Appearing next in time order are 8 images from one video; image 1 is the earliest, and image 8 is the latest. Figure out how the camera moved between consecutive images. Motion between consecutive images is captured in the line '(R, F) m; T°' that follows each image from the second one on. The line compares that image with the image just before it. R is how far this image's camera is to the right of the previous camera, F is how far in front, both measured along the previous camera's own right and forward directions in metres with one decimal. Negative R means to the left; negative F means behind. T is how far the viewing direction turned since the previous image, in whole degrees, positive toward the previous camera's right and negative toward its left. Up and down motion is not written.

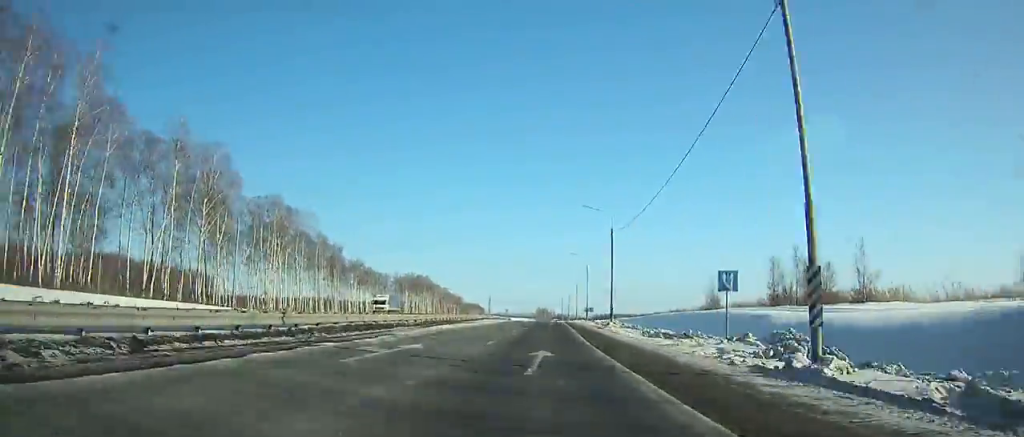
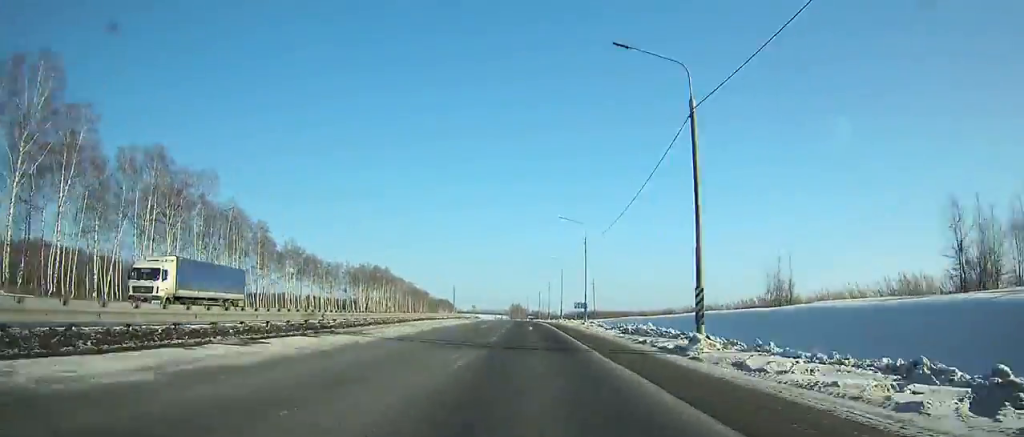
(+0.3, +32.7) m; +1°
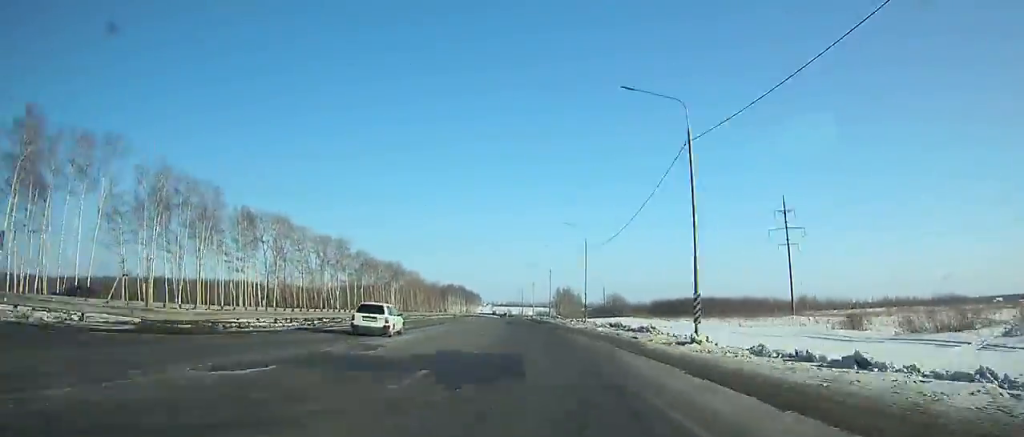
(-3.7, +194.6) m; -4°
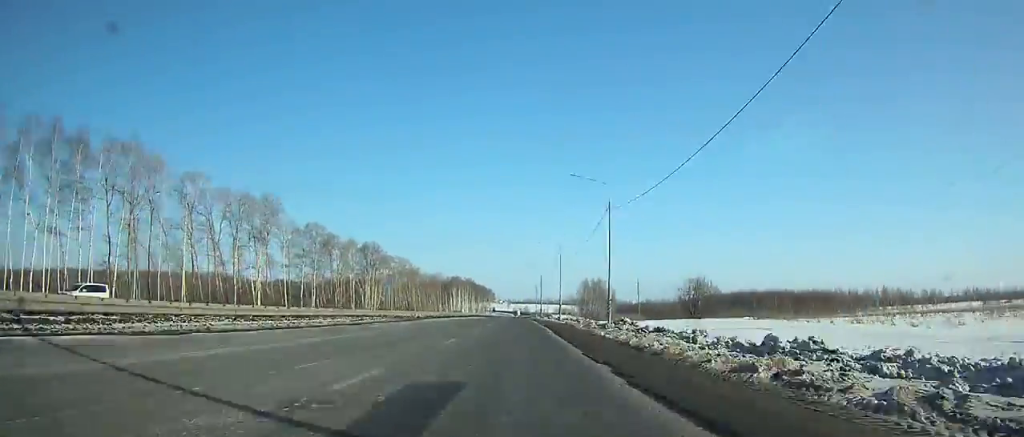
(-1.0, +60.7) m; -2°
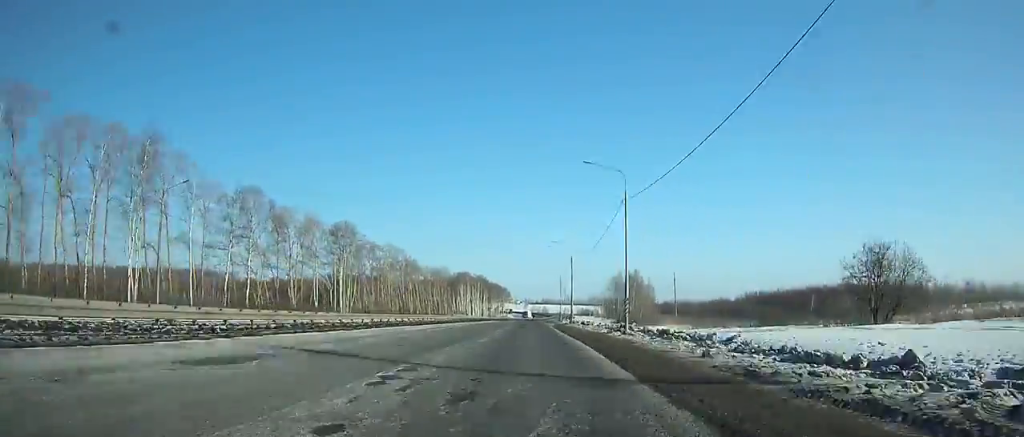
(-0.4, +43.6) m; -1°
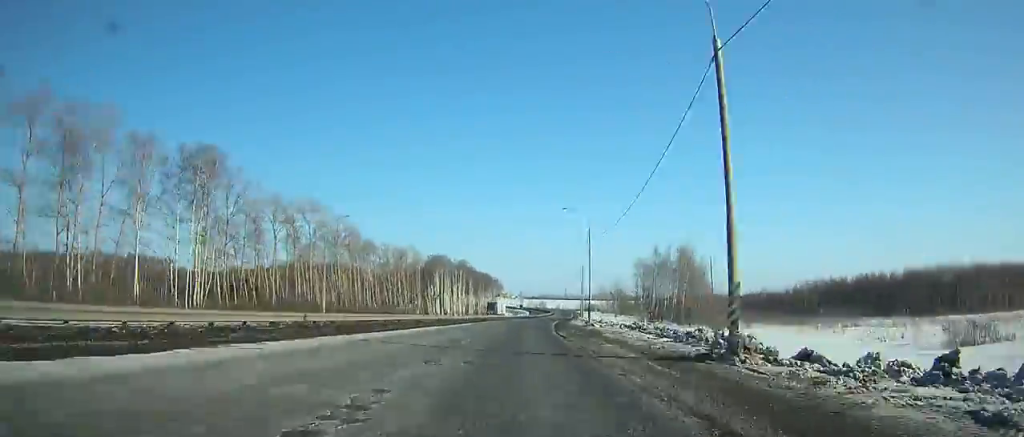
(-0.3, +62.6) m; +1°
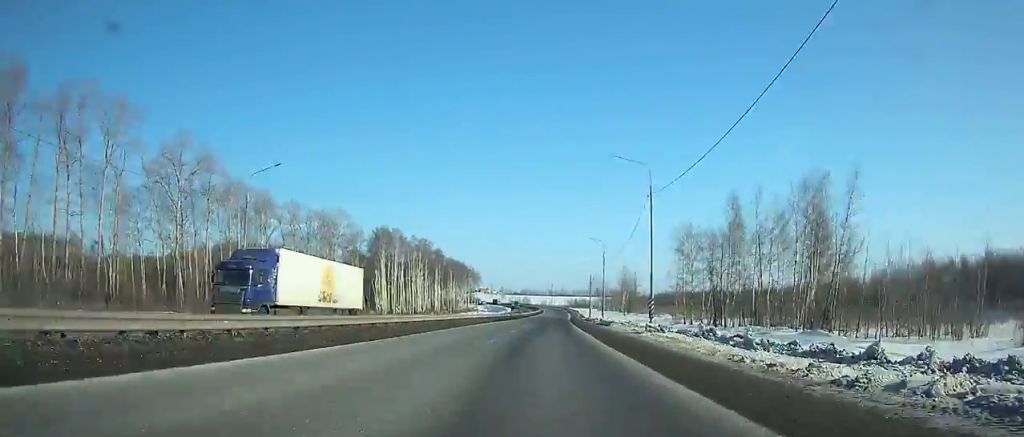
(+0.8, +59.7) m; +2°
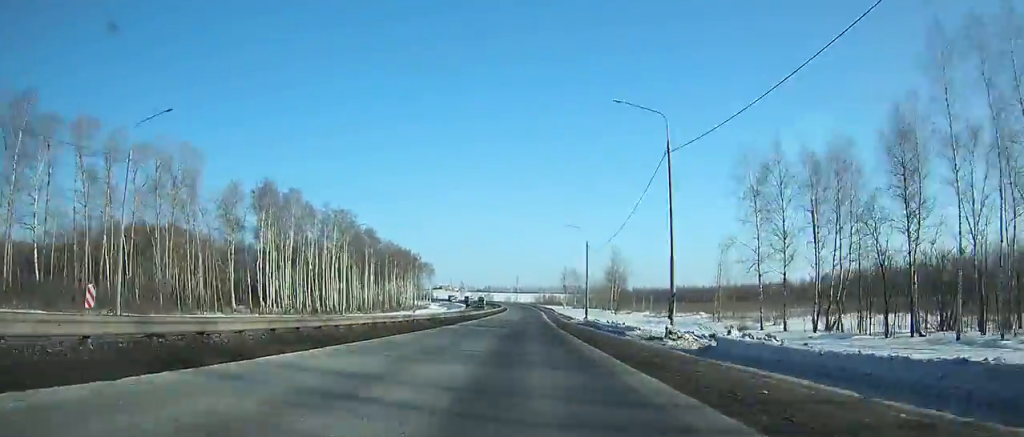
(+0.9, +49.7) m; +1°
